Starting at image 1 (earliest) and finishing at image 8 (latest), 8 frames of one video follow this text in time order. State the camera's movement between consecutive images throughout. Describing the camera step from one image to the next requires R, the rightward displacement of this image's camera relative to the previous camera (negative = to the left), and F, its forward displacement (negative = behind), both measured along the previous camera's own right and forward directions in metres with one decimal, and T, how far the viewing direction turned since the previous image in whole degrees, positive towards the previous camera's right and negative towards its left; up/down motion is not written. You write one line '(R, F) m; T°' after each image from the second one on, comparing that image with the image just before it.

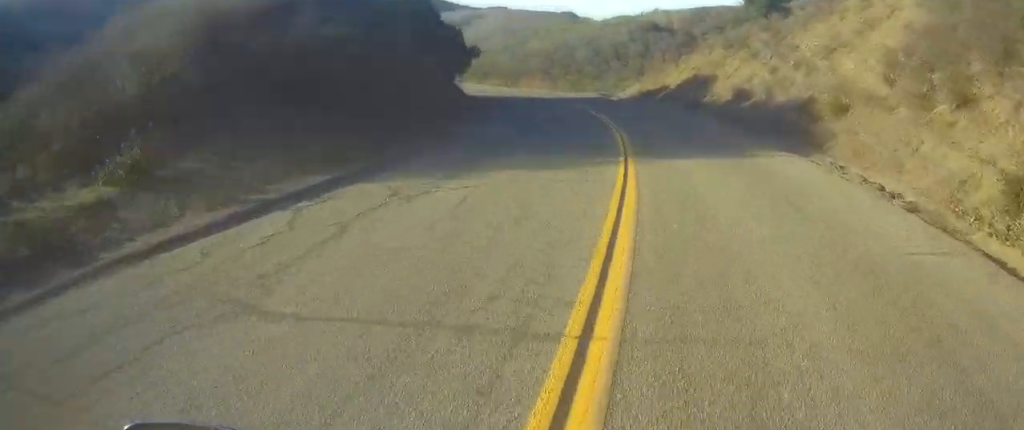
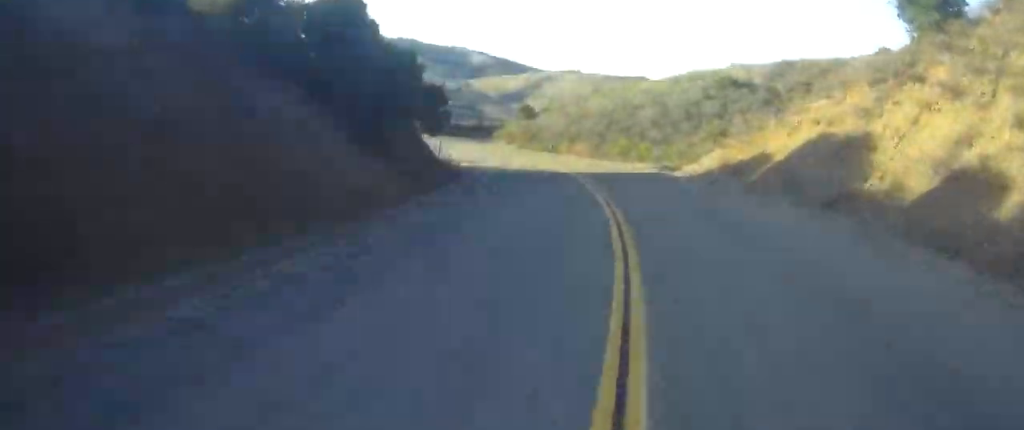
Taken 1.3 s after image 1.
(-2.4, +21.7) m; -9°
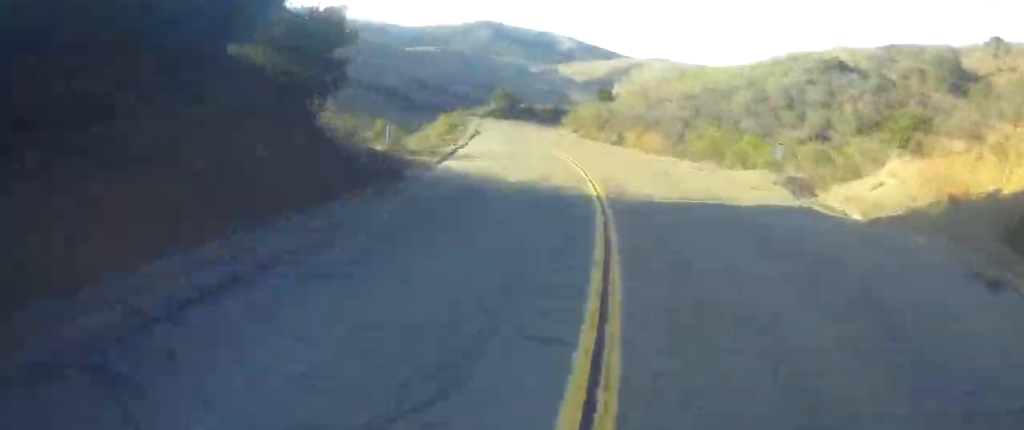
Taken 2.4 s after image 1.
(-0.4, +19.5) m; 0°
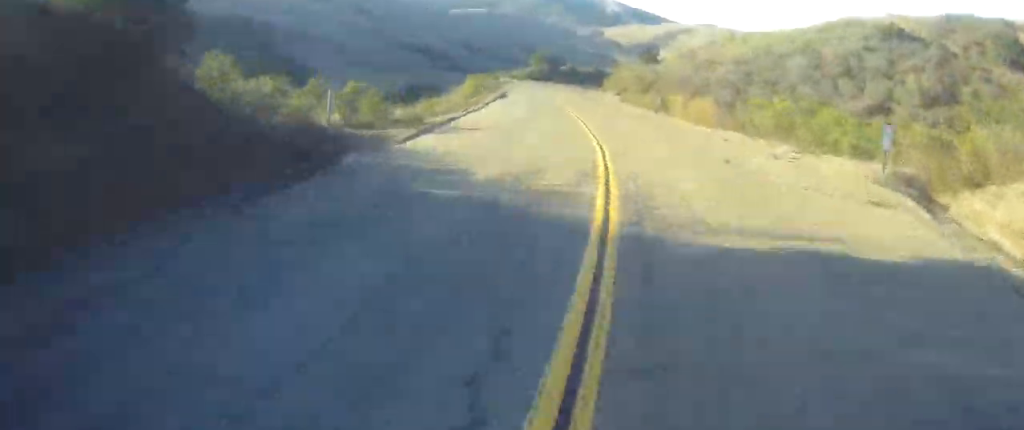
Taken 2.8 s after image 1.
(+0.2, +7.4) m; +1°
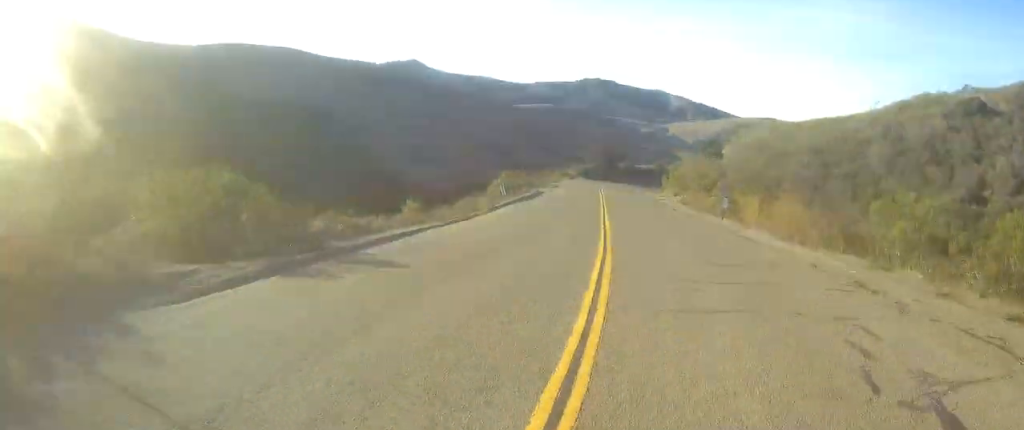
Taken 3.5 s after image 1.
(0.0, +10.8) m; -5°
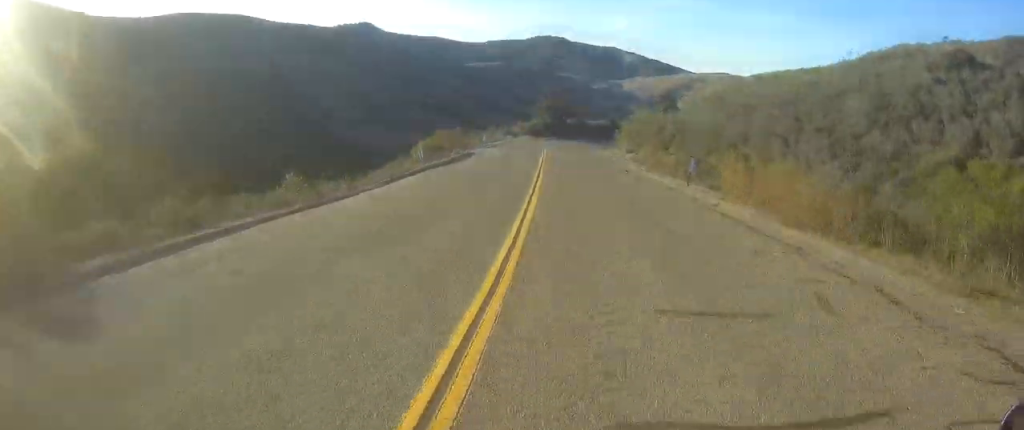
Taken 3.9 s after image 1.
(+0.5, +6.7) m; -3°
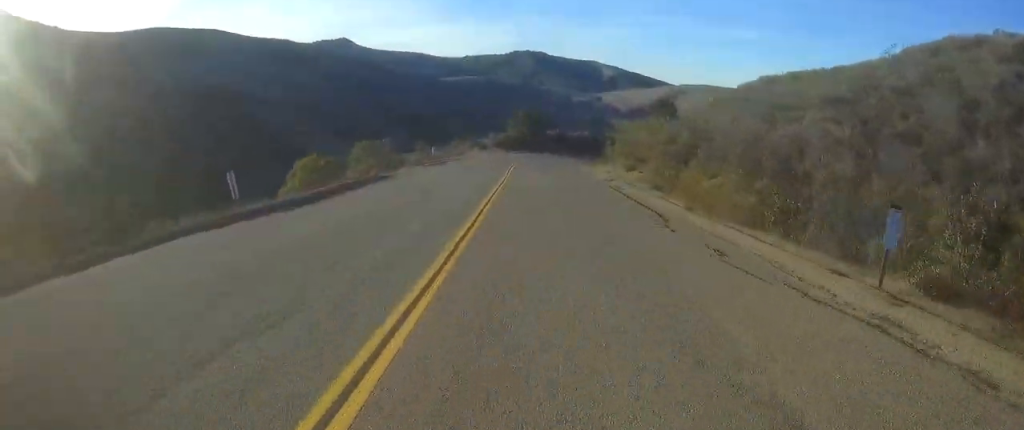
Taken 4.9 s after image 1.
(-2.5, +17.8) m; -8°
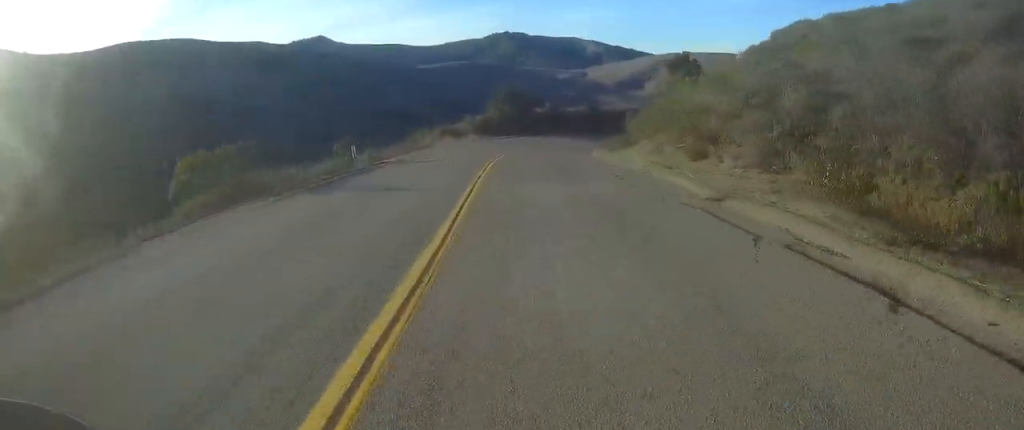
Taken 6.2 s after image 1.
(-0.3, +21.1) m; -2°
